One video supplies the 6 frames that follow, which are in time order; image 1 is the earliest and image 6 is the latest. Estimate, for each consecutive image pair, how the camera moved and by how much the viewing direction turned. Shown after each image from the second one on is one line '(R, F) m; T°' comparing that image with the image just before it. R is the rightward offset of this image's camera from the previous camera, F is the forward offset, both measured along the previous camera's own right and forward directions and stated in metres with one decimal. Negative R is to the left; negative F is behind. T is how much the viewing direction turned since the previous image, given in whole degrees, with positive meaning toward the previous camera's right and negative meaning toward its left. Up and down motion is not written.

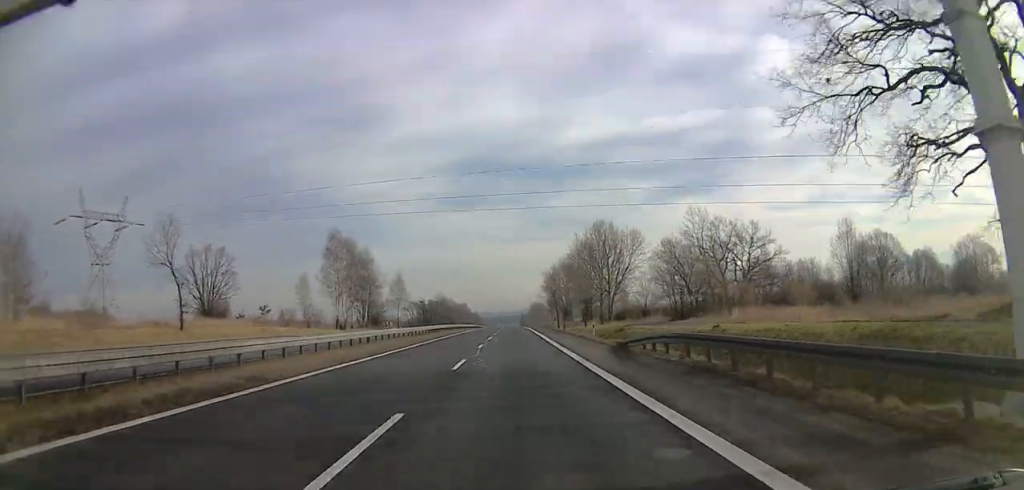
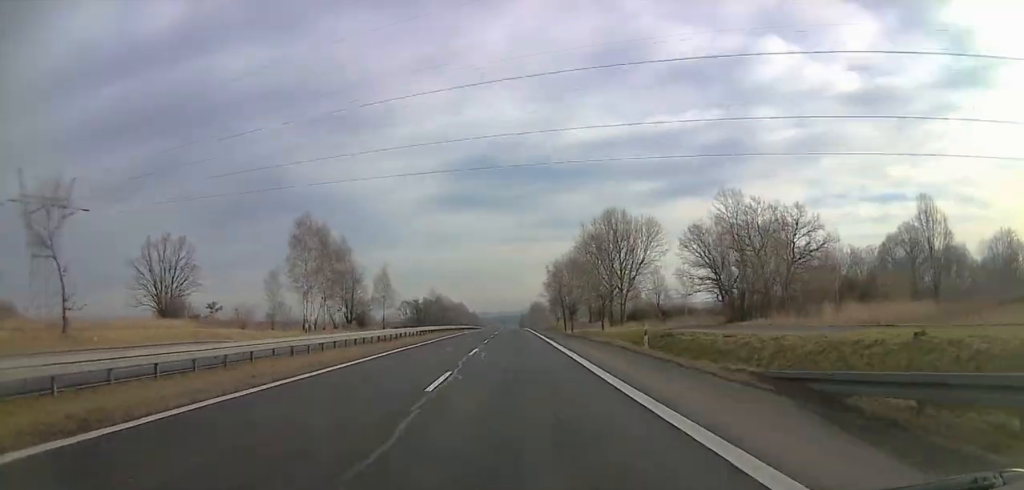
(+0.1, +19.2) m; +1°
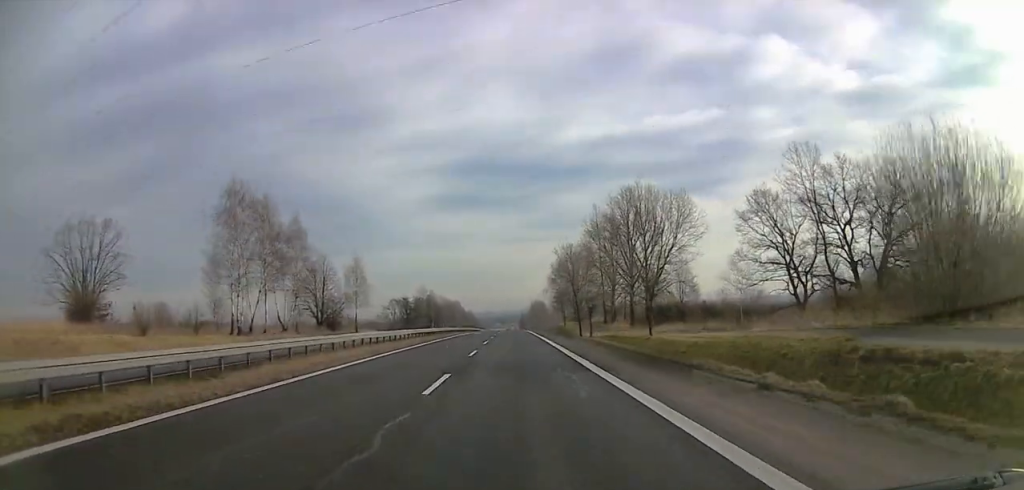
(+0.4, +24.9) m; +1°
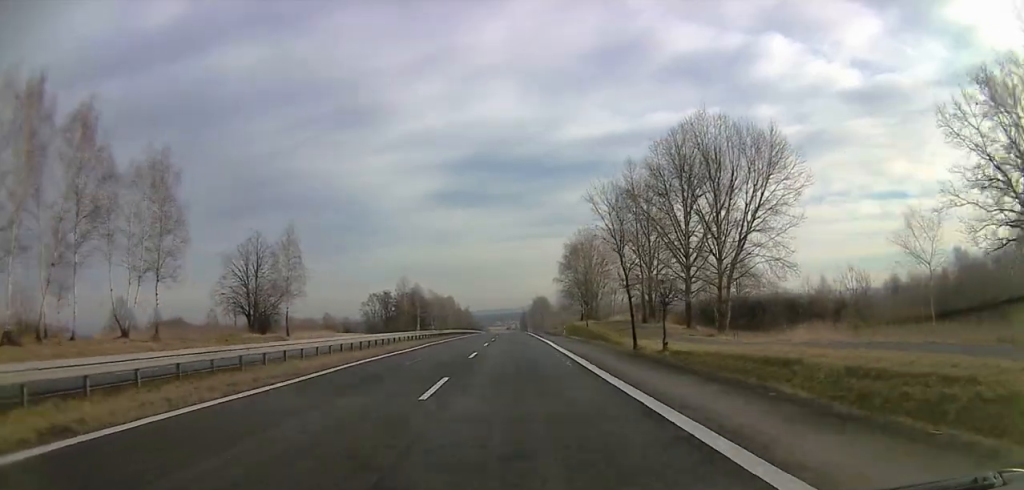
(+0.3, +32.3) m; -1°
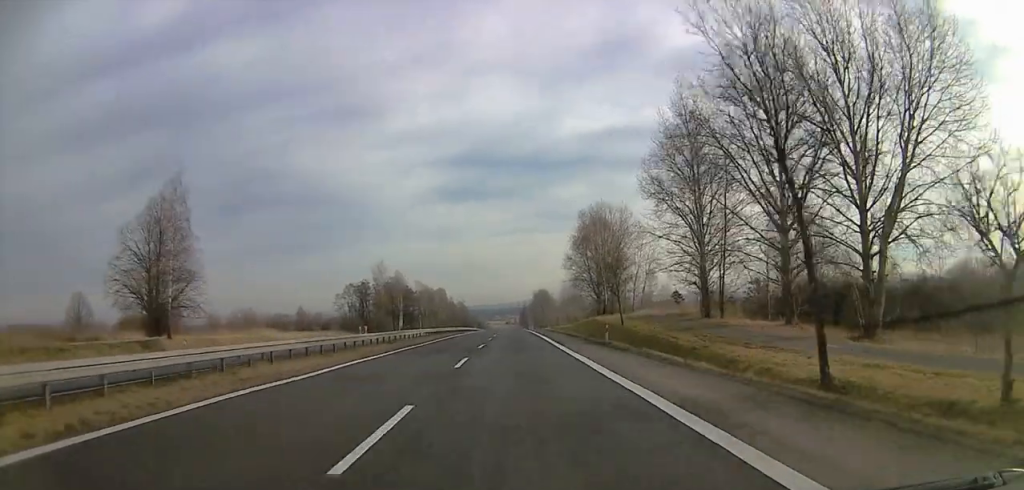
(-0.5, +28.5) m; 0°
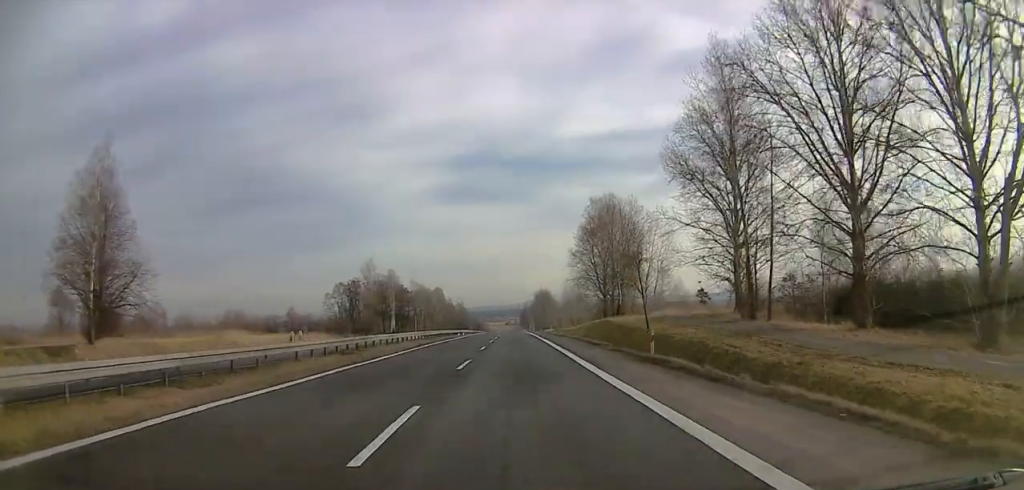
(+0.5, +11.7) m; 0°
